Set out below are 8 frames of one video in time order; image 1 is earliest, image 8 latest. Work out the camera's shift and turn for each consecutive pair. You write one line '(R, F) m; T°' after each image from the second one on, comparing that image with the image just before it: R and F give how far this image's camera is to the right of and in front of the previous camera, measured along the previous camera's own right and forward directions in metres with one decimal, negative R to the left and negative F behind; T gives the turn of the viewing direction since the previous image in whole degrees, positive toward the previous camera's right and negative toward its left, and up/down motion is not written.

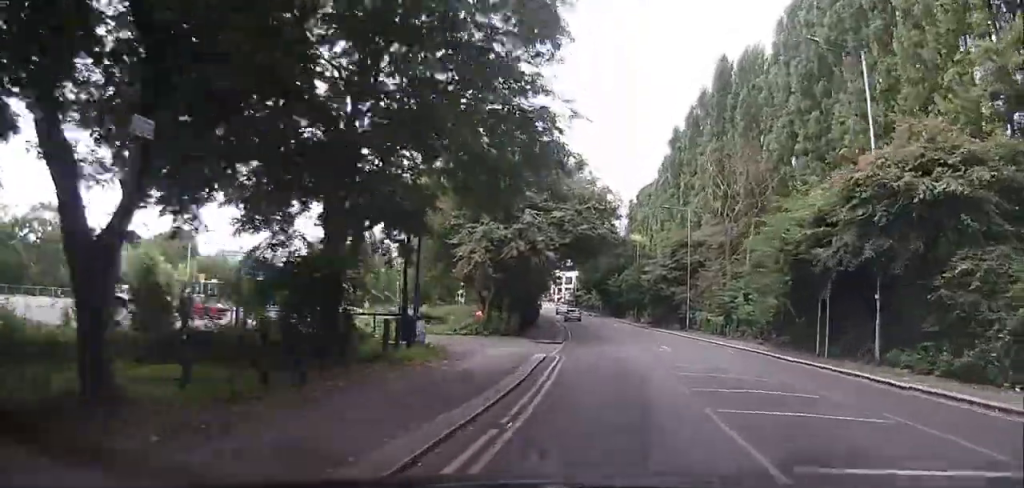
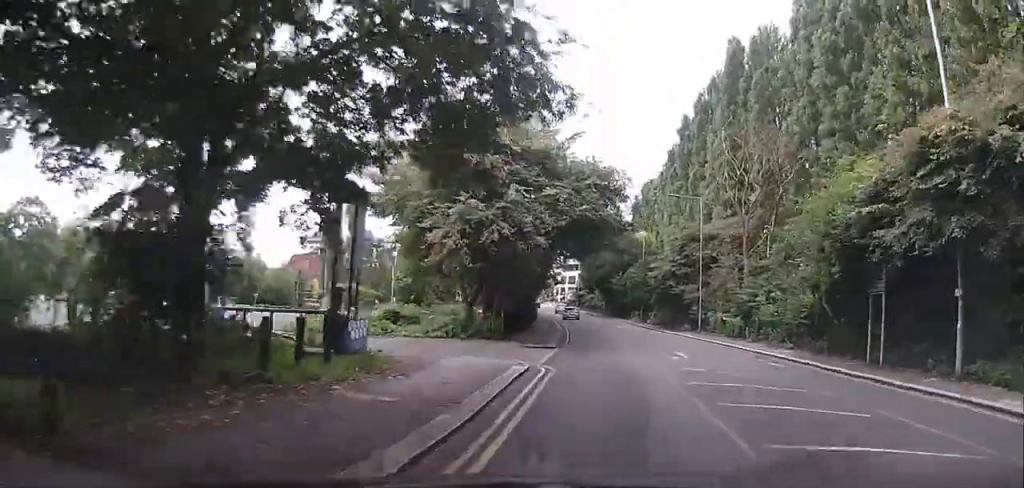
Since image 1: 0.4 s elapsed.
(-1.5, +3.7) m; -5°
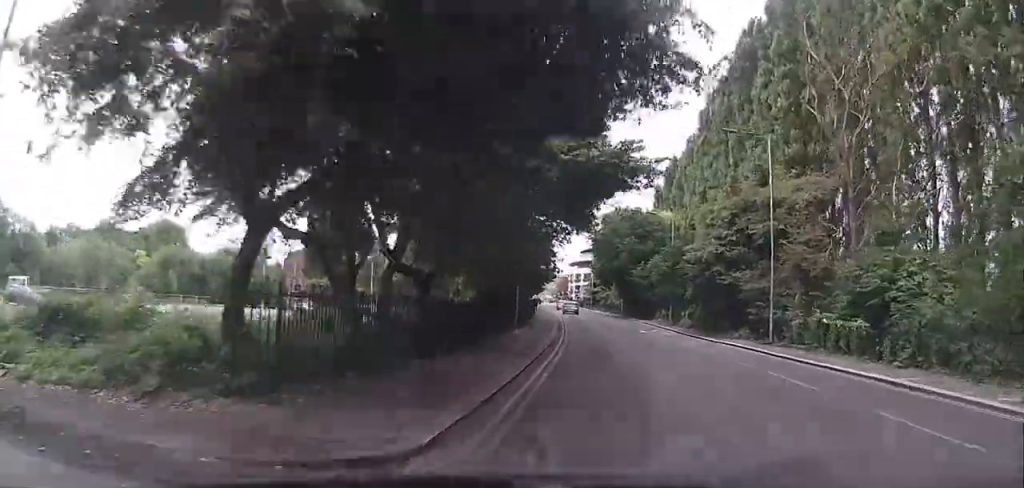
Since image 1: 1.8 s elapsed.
(+0.5, +16.3) m; +7°
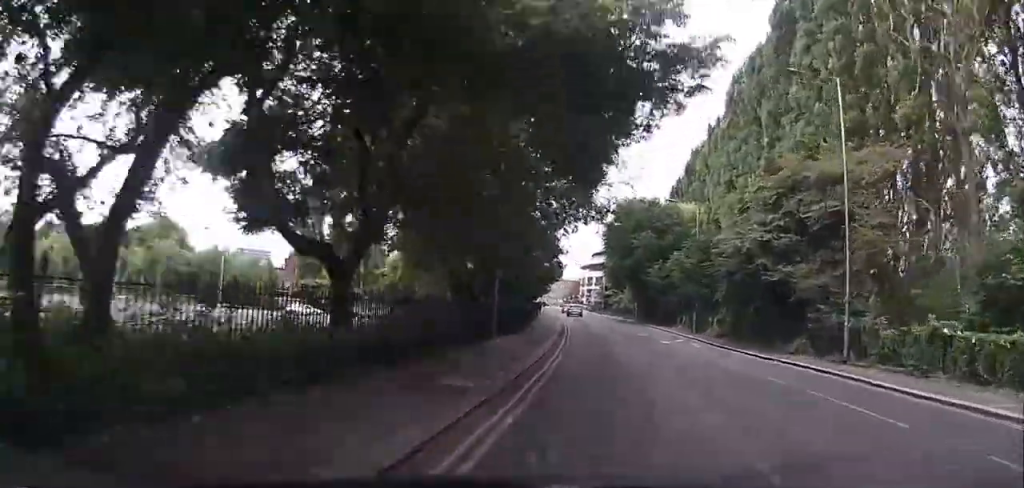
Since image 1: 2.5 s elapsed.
(+0.4, +8.8) m; -9°
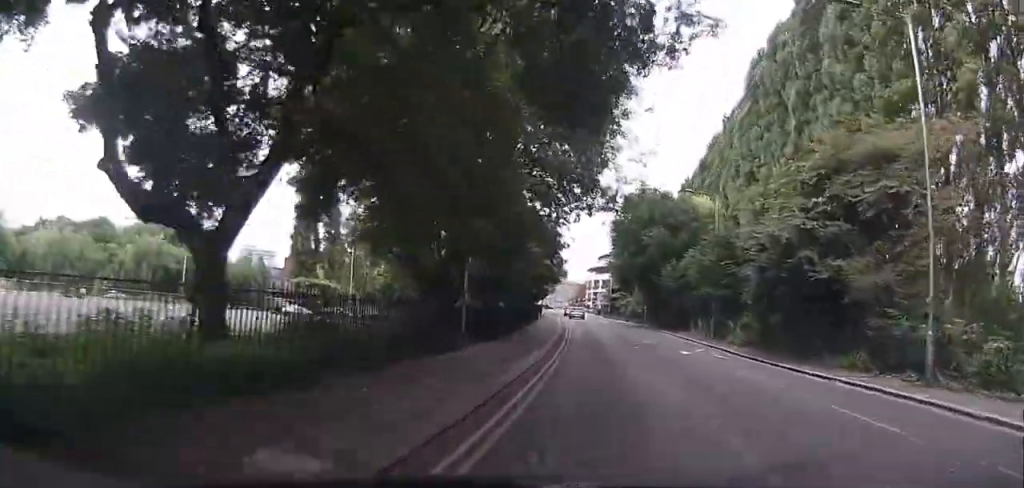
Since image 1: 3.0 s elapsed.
(-0.2, +5.3) m; -2°
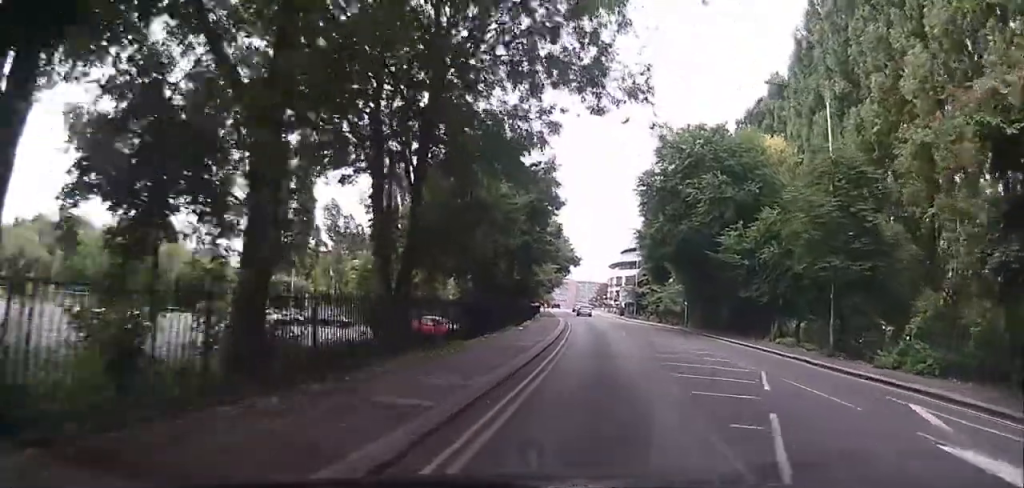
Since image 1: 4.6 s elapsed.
(+1.5, +18.9) m; +20°
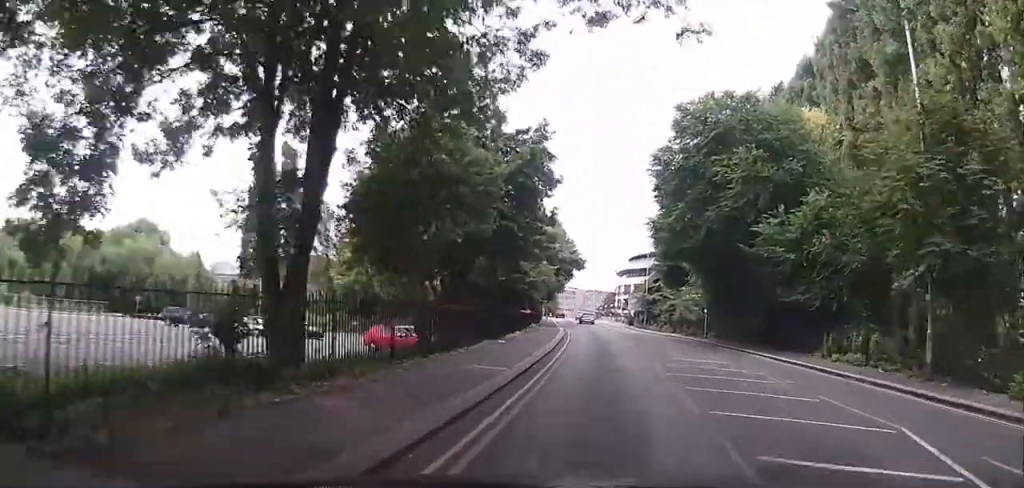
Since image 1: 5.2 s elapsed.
(+0.5, +8.1) m; +4°
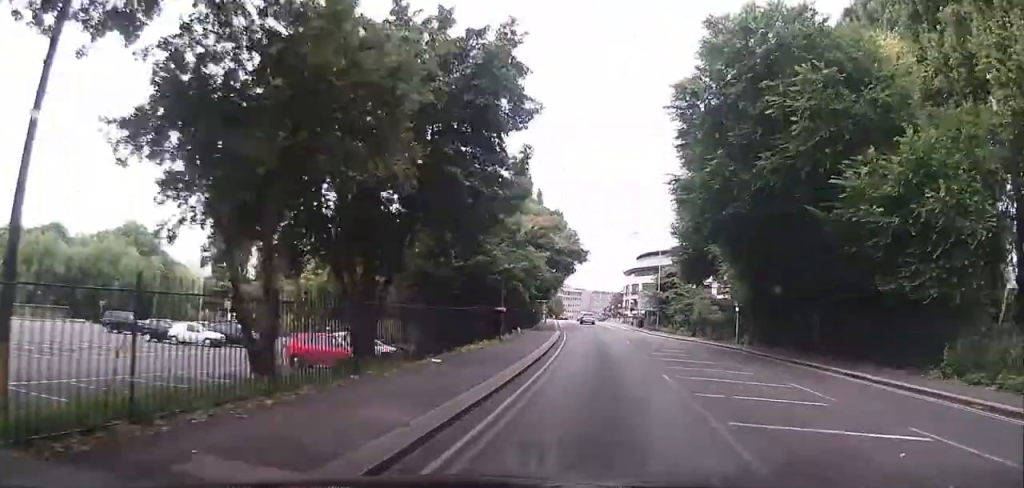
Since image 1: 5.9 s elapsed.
(+0.2, +10.7) m; +1°
